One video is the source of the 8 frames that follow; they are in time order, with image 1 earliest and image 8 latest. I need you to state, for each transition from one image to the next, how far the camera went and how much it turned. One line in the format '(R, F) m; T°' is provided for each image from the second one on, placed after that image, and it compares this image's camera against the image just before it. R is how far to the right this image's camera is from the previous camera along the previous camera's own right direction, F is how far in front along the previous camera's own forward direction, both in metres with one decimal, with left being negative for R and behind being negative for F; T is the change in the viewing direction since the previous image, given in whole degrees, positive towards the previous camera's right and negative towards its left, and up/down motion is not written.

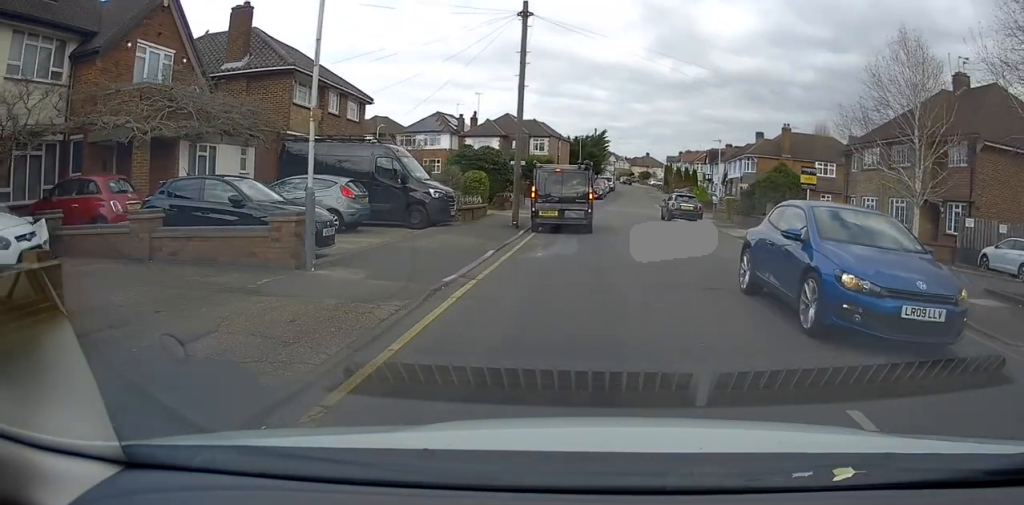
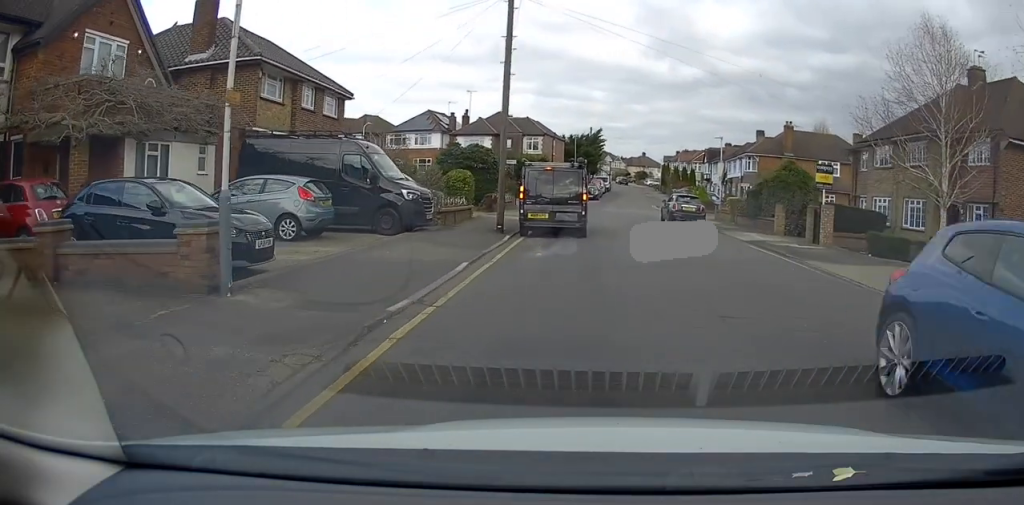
(0.0, +2.4) m; 0°
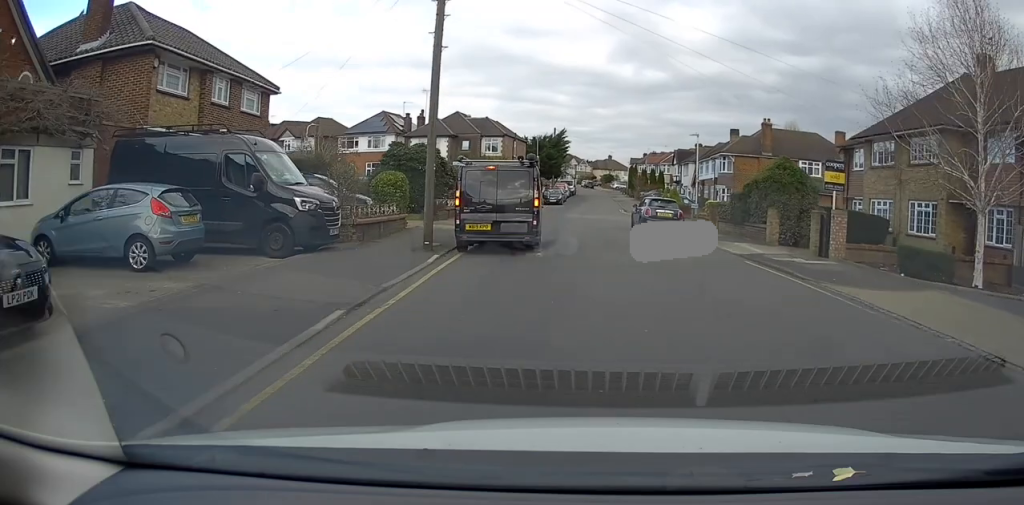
(0.0, +4.3) m; +3°
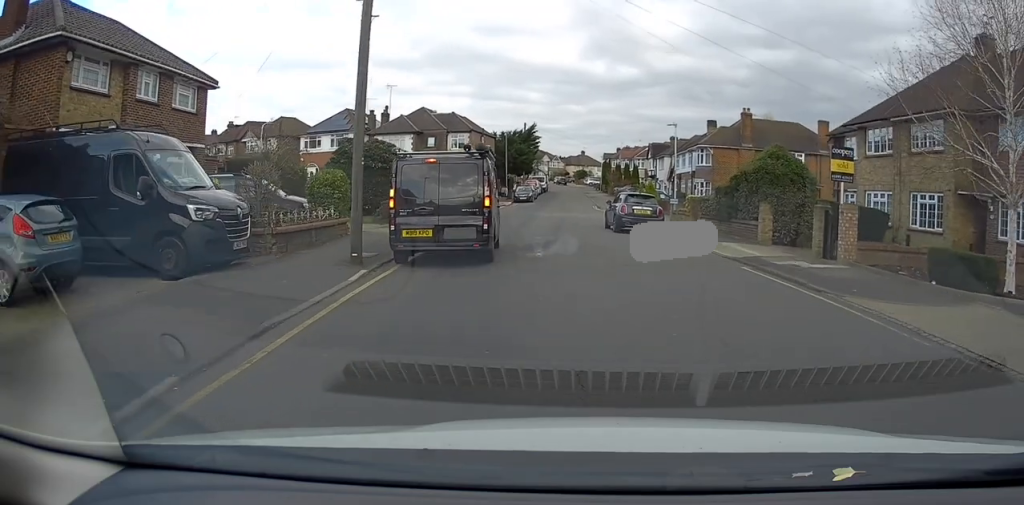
(-0.1, +2.5) m; +3°
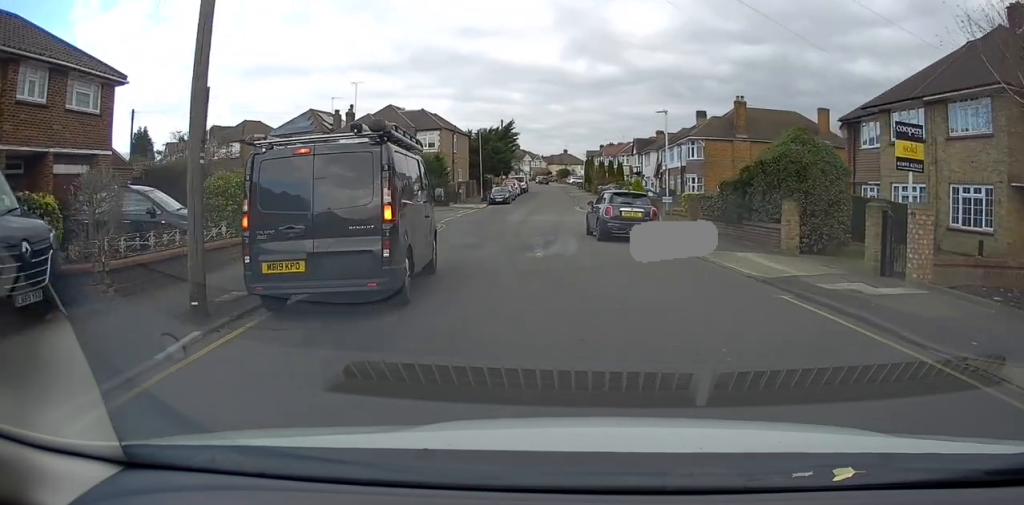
(+0.4, +3.9) m; +1°
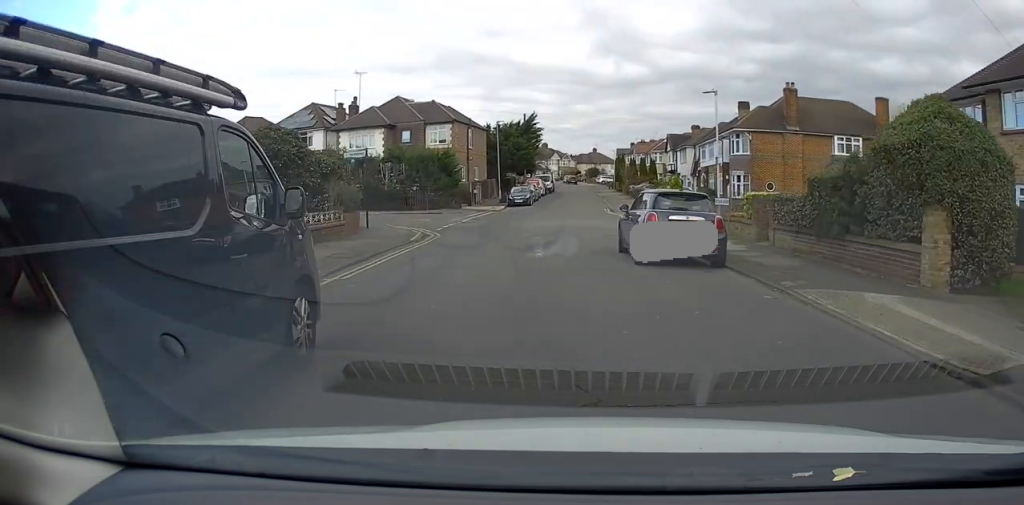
(-0.3, +5.3) m; +1°
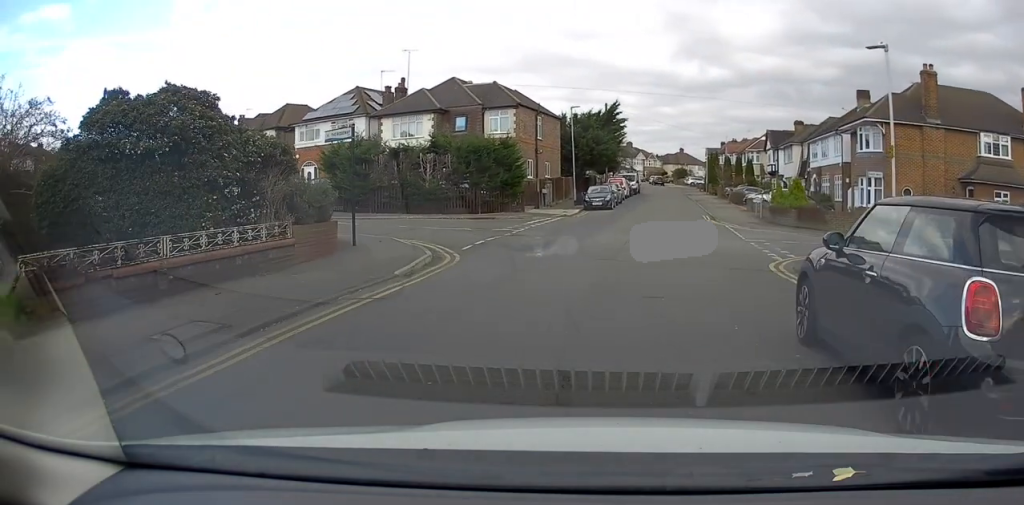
(-0.4, +8.7) m; -8°
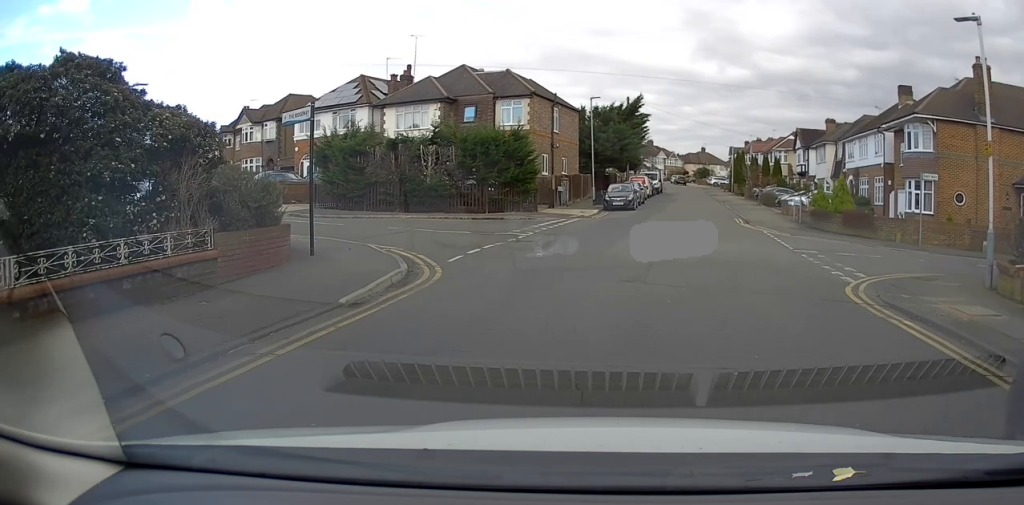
(-0.1, +3.6) m; -2°
